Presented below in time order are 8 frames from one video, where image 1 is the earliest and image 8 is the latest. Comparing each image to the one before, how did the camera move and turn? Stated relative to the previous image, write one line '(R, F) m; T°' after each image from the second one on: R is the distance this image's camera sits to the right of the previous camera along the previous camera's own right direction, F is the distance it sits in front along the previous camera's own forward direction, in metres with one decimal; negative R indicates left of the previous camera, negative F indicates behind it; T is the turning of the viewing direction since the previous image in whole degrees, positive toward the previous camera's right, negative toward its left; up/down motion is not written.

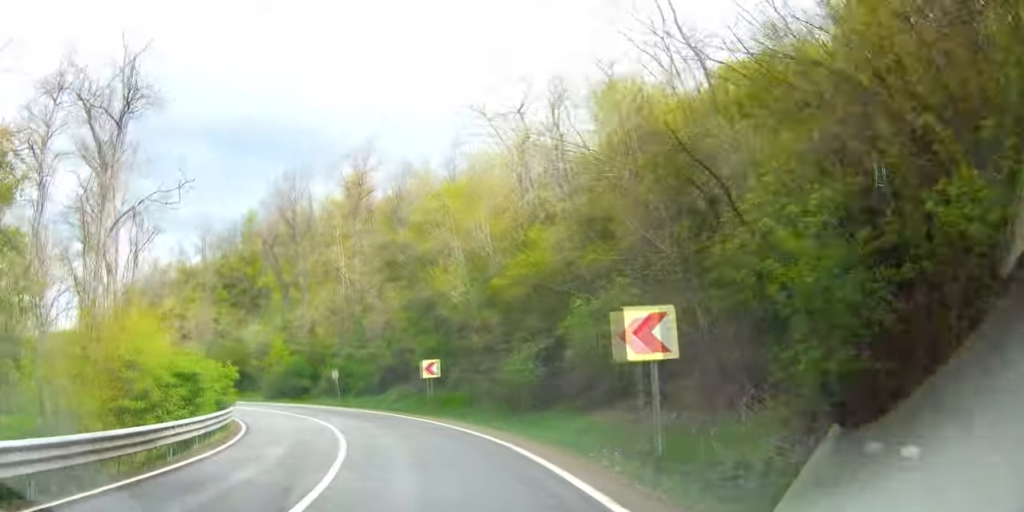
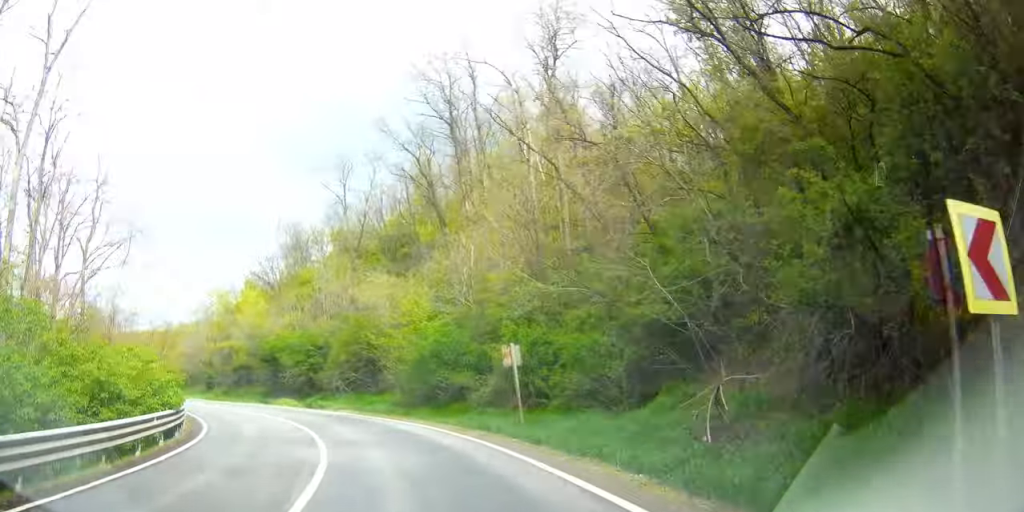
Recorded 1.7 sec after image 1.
(0.0, +31.7) m; -6°
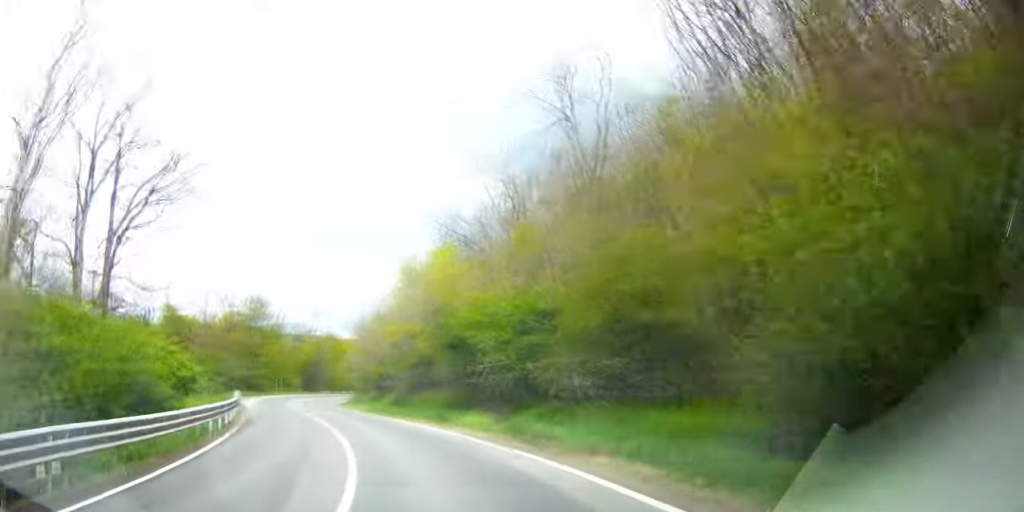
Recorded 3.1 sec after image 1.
(-4.3, +24.6) m; -26°
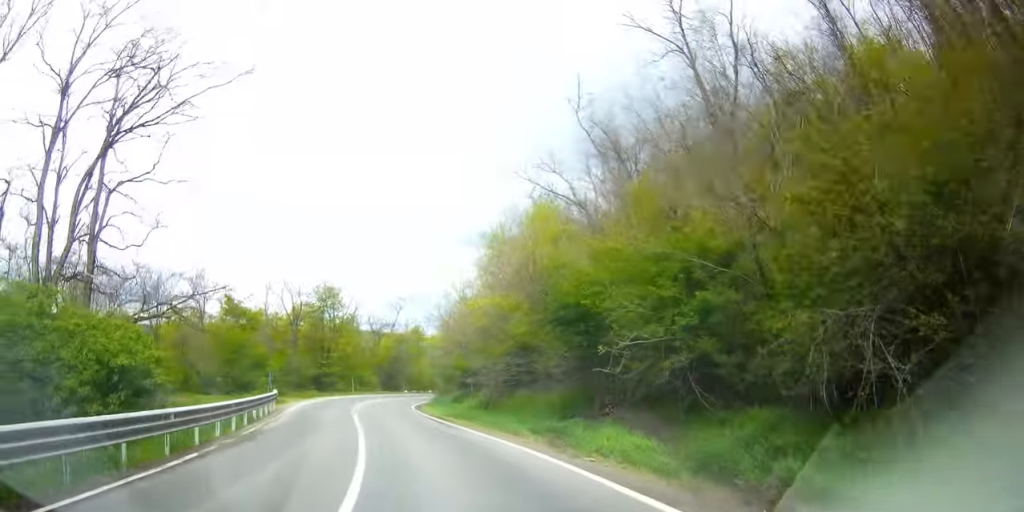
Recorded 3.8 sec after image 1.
(-1.4, +10.7) m; -7°
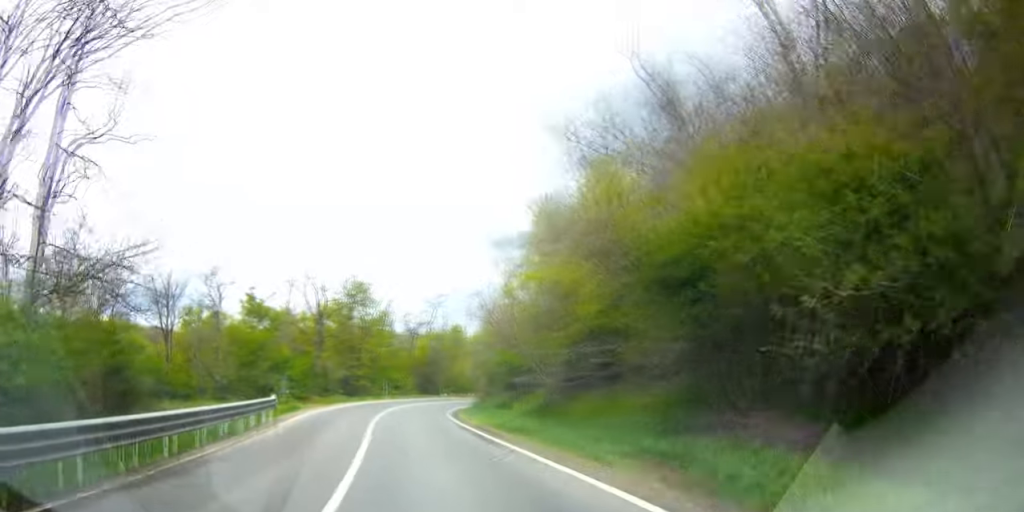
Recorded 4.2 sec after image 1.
(-0.5, +7.4) m; -3°
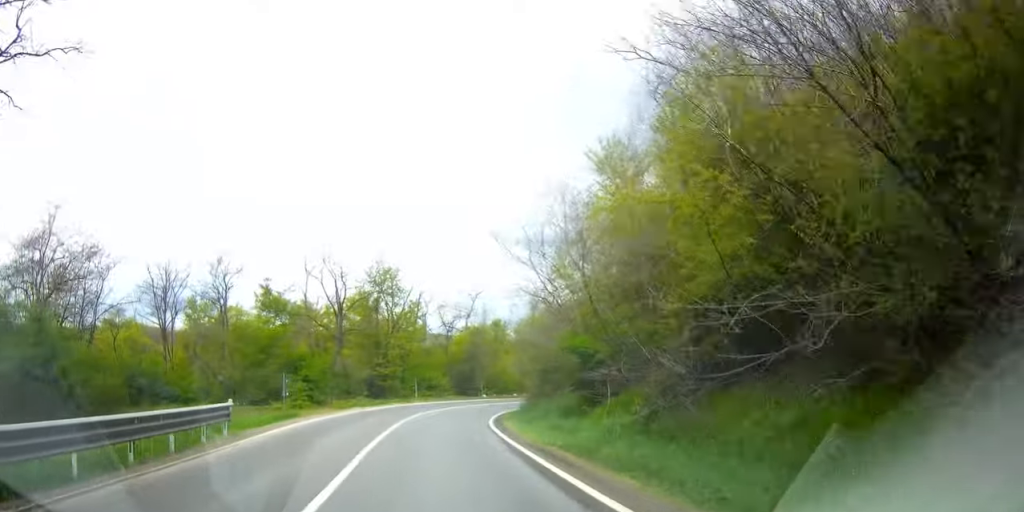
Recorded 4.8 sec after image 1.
(-0.1, +8.9) m; -1°
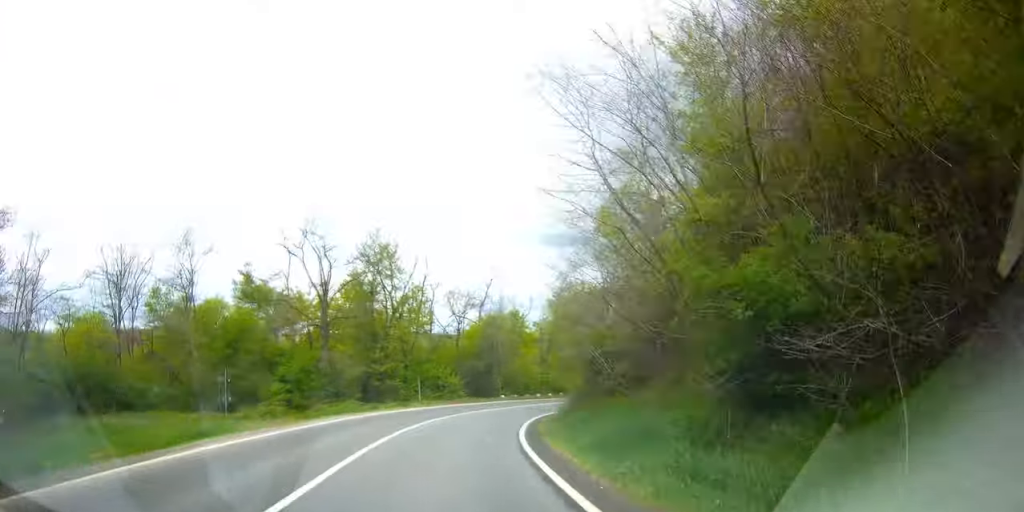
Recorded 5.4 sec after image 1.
(0.0, +10.5) m; 0°
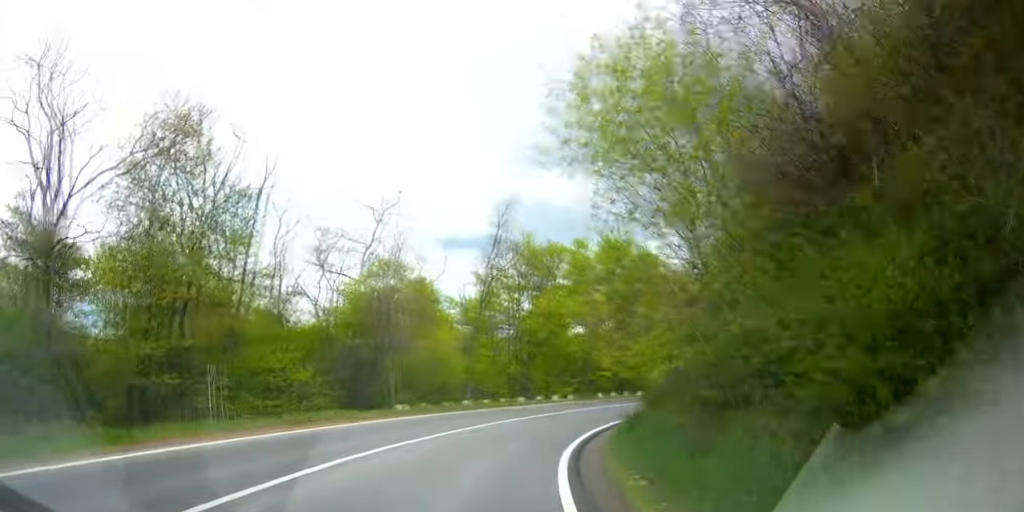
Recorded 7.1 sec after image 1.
(0.0, +23.7) m; 0°
